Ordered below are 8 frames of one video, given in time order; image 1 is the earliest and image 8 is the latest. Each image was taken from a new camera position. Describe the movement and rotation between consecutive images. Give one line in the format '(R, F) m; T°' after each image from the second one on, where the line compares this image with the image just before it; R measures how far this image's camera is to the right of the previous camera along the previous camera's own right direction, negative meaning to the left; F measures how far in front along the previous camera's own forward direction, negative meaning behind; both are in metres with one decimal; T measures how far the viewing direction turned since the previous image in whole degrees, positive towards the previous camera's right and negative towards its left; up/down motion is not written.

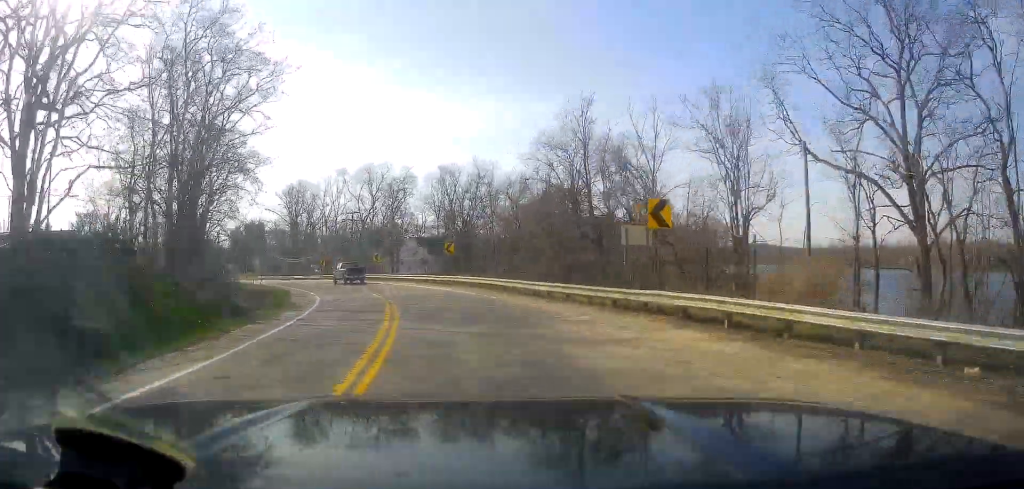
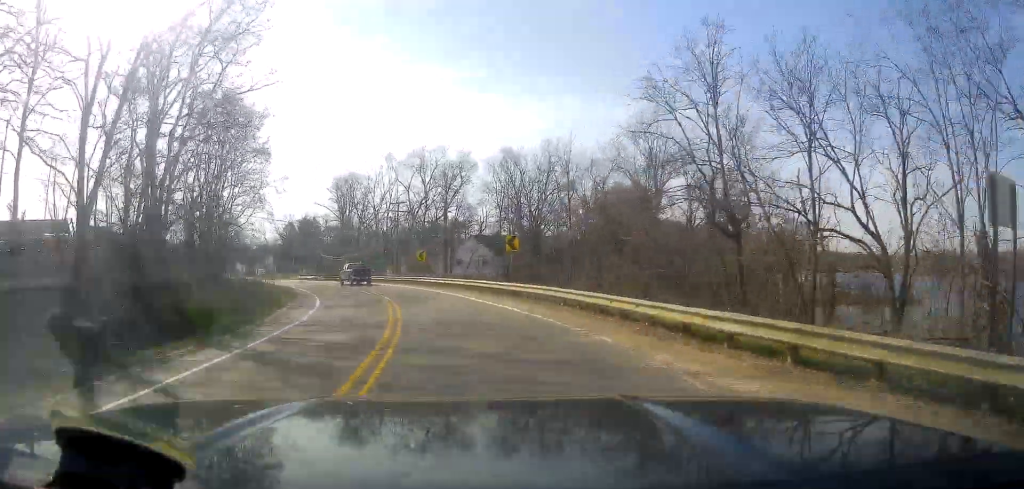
(-0.8, +13.0) m; -6°
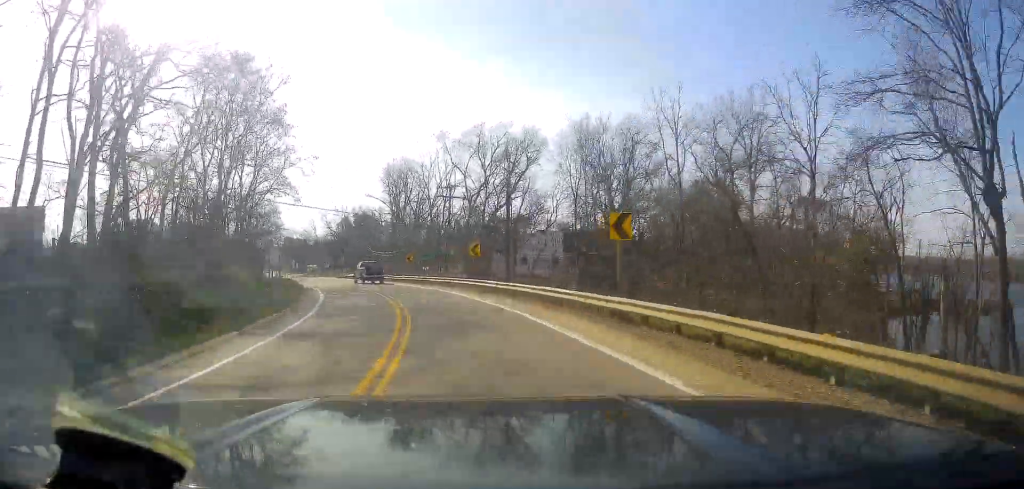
(-0.4, +12.4) m; -5°
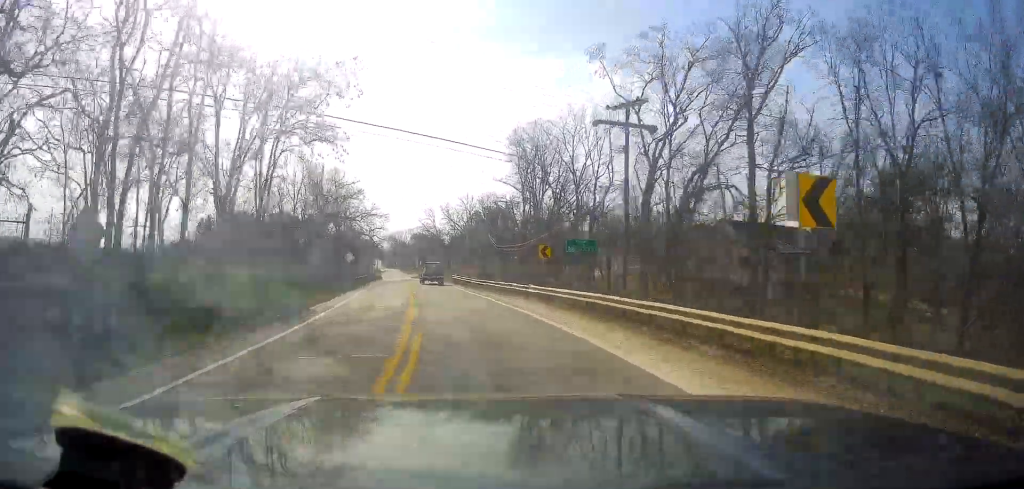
(-3.6, +28.6) m; -14°
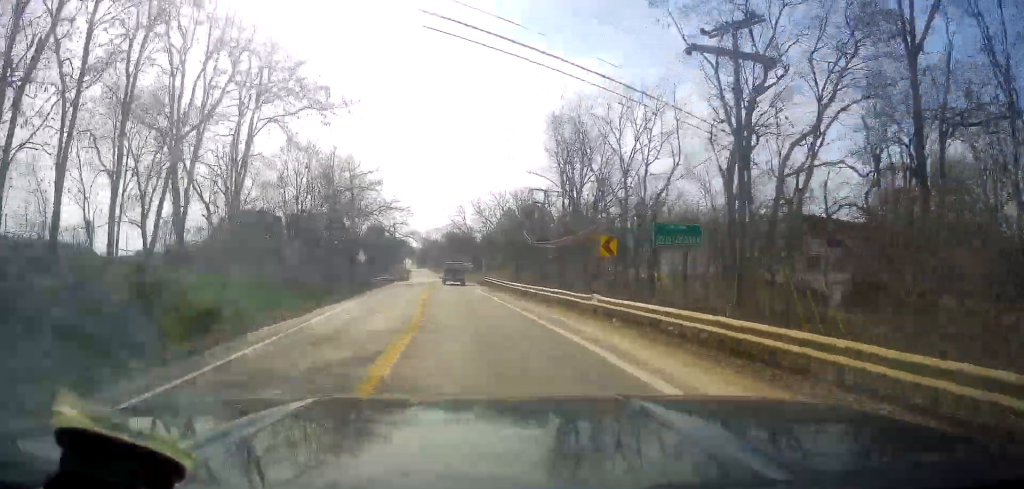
(-0.3, +9.3) m; -5°
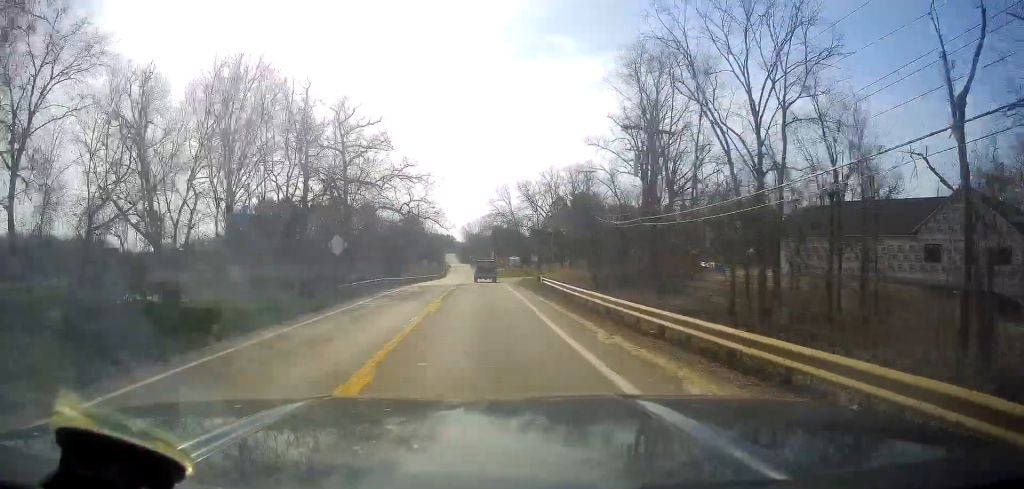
(-1.5, +23.8) m; -4°
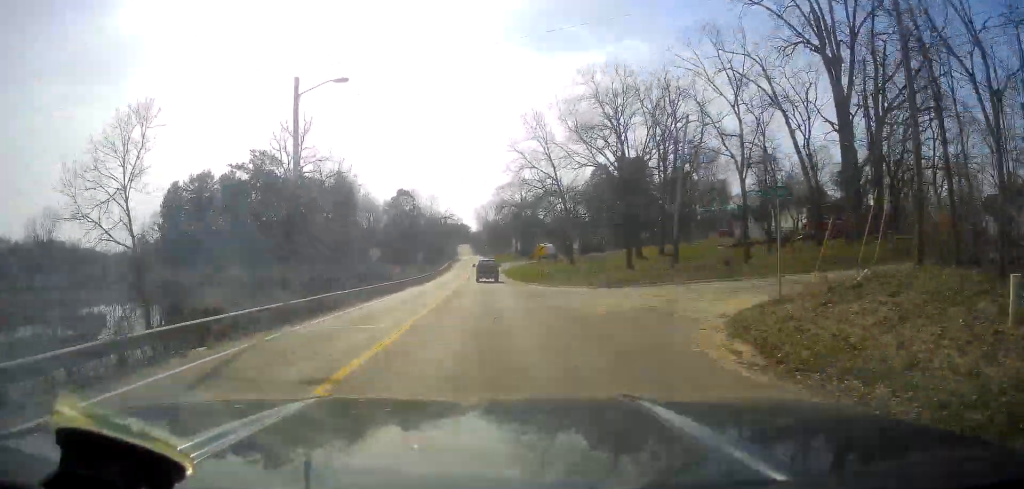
(-0.9, +54.5) m; -2°
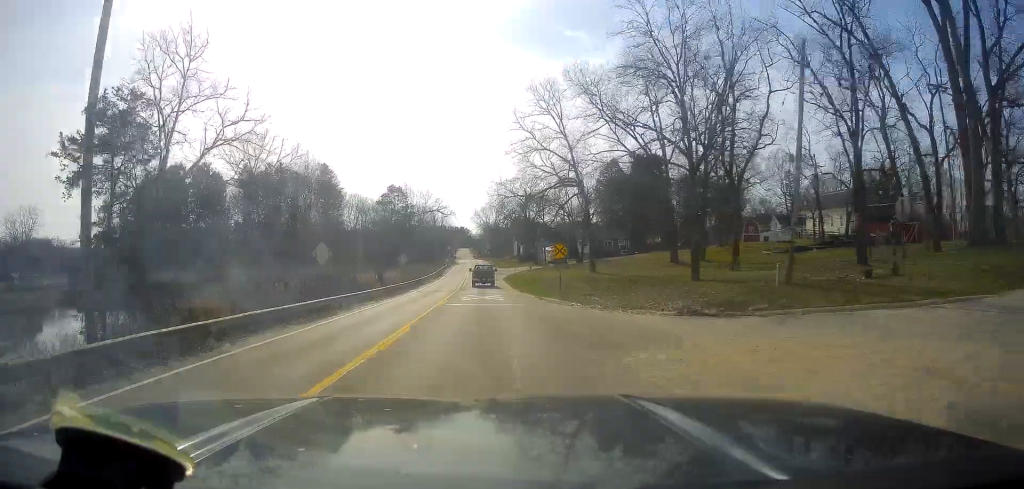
(-0.1, +14.2) m; -1°
